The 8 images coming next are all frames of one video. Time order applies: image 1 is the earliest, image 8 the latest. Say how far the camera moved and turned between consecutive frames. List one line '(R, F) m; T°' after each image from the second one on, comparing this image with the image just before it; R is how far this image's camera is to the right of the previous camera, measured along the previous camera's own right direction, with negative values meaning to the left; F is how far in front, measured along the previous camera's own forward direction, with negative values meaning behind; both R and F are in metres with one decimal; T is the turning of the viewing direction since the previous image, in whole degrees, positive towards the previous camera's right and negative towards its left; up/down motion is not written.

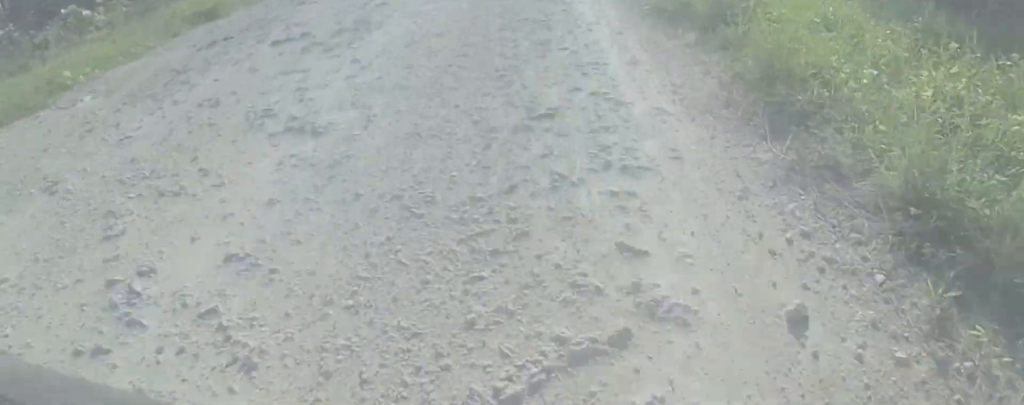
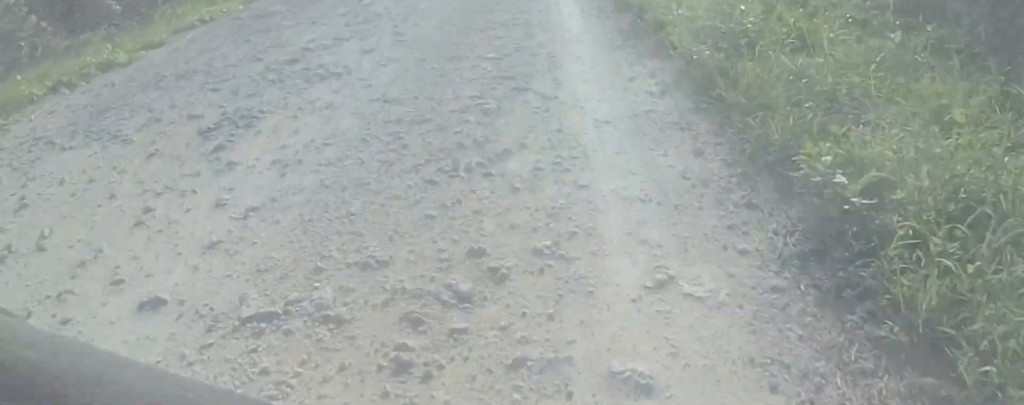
(+0.9, +6.0) m; 0°
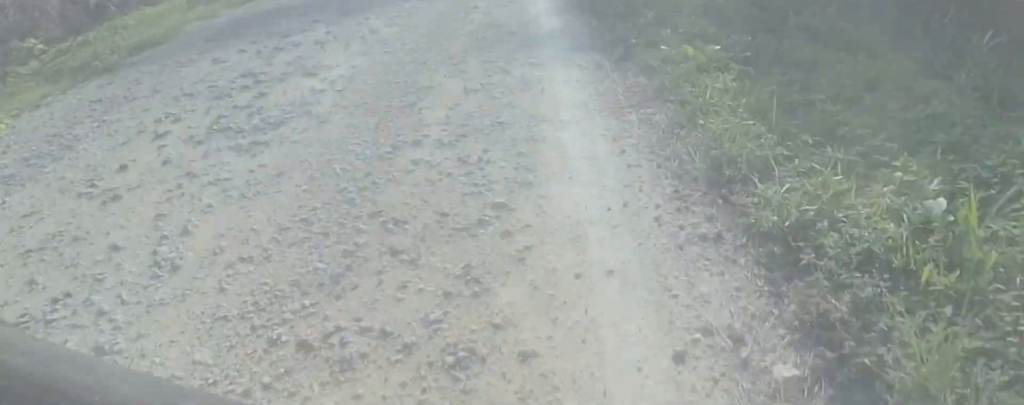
(-0.8, +4.6) m; -1°
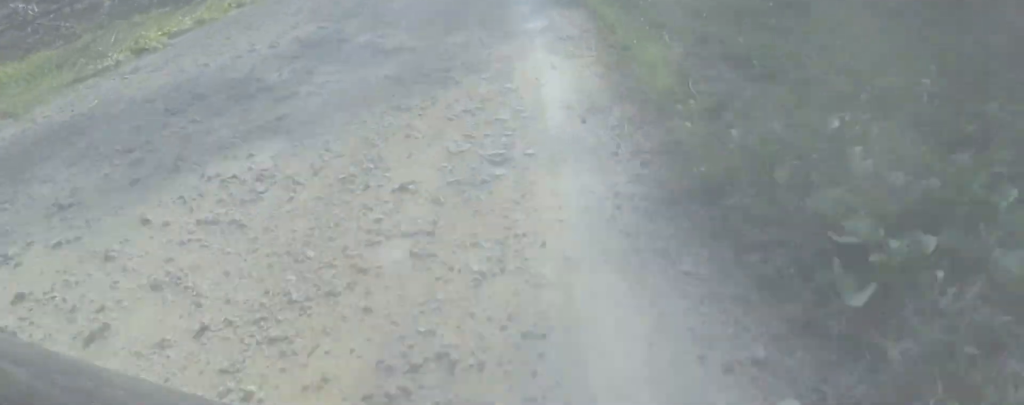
(-0.5, +4.1) m; -1°
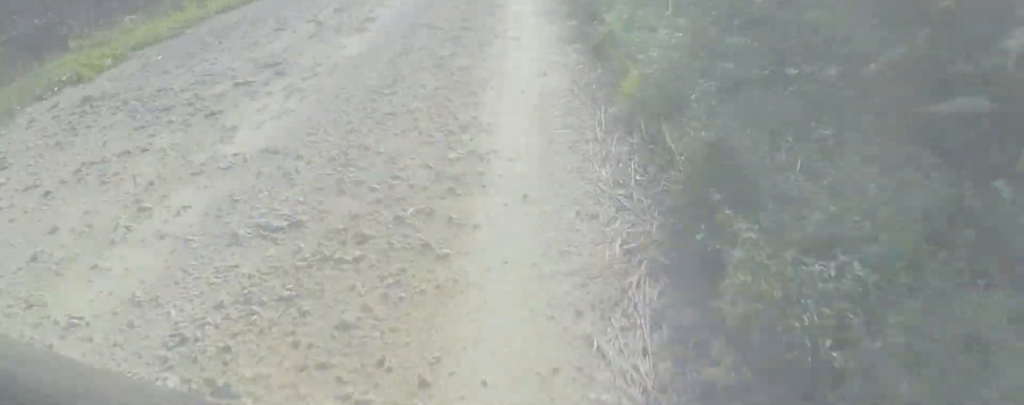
(0.0, +15.5) m; -1°
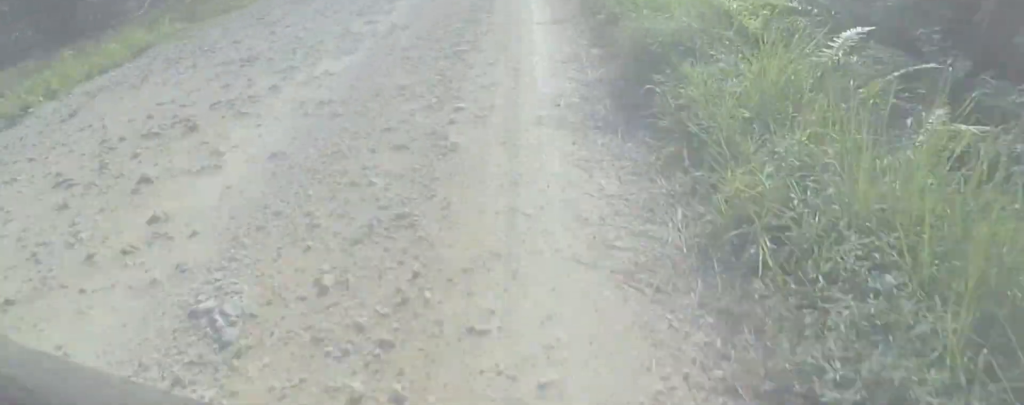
(+0.5, +6.3) m; +1°
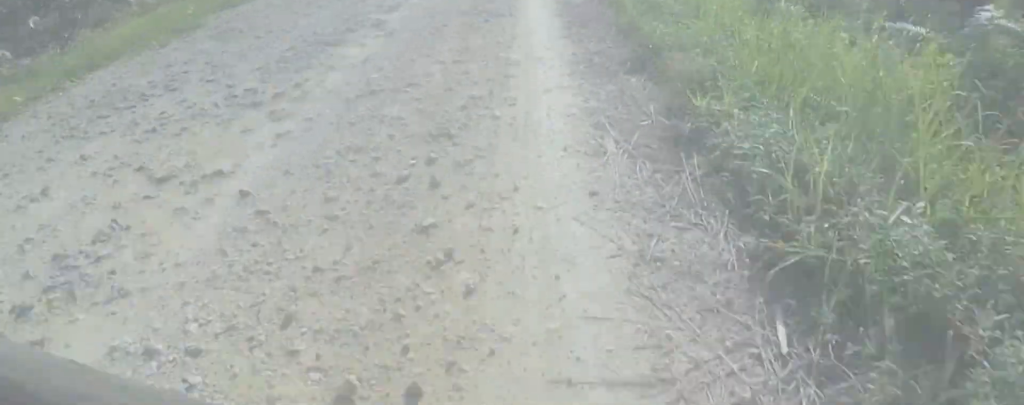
(+0.4, +5.3) m; +1°
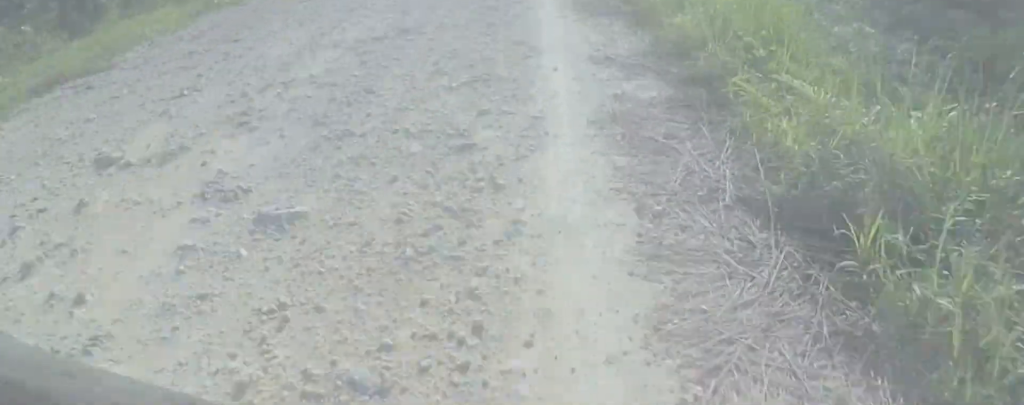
(-0.6, +4.7) m; 0°
